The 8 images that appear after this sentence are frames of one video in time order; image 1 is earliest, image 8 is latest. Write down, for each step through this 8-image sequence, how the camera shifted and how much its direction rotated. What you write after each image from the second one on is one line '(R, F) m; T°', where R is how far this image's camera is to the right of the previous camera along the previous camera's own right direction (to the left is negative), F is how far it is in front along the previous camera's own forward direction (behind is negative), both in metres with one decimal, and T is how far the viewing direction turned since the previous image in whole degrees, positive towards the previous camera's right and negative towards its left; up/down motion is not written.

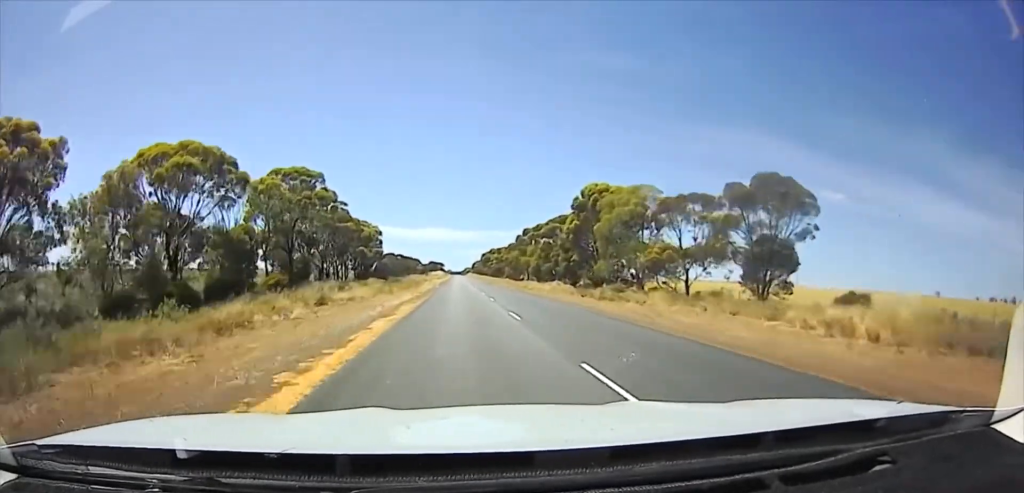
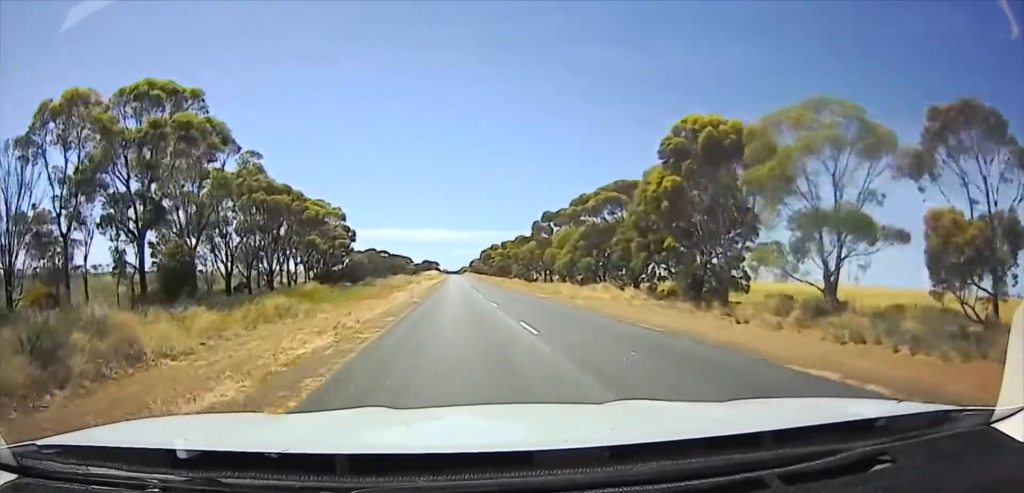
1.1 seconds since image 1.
(0.0, +22.8) m; 0°
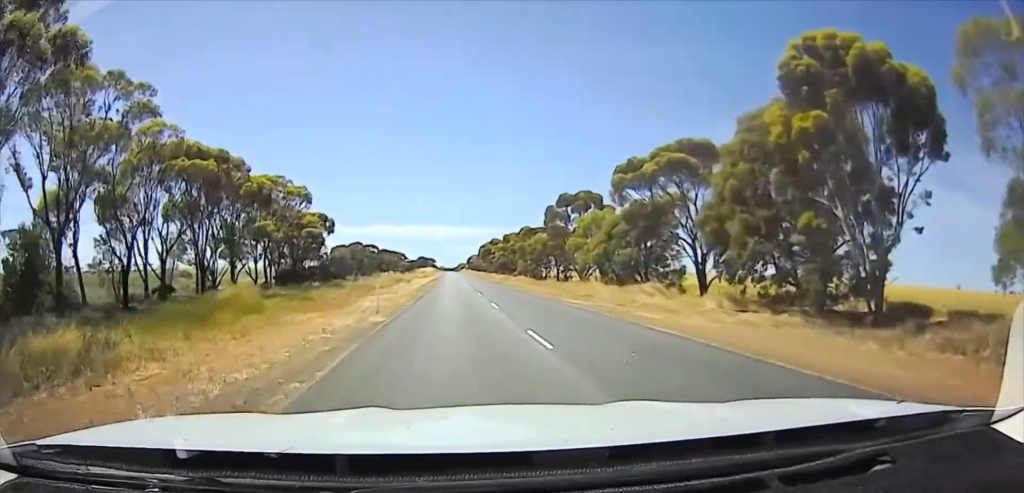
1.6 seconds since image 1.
(0.0, +9.8) m; 0°
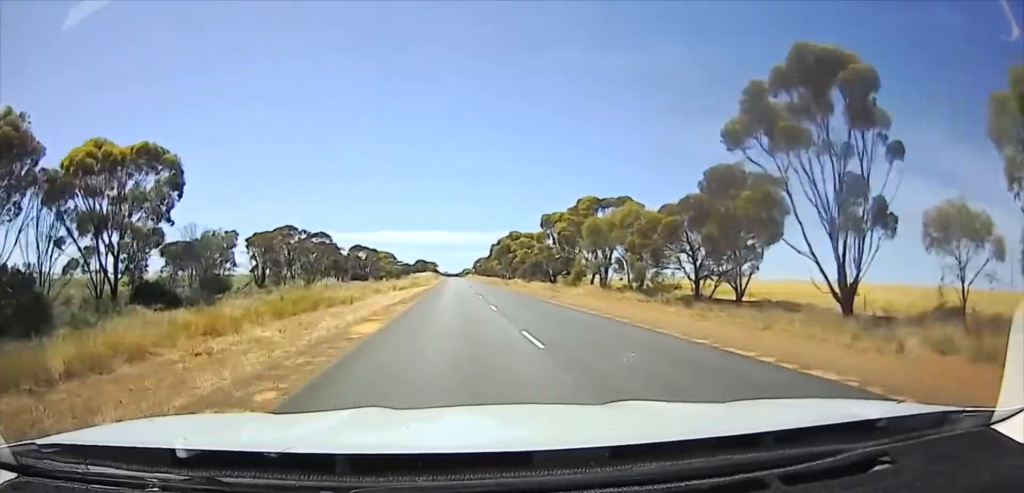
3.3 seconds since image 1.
(0.0, +35.0) m; 0°
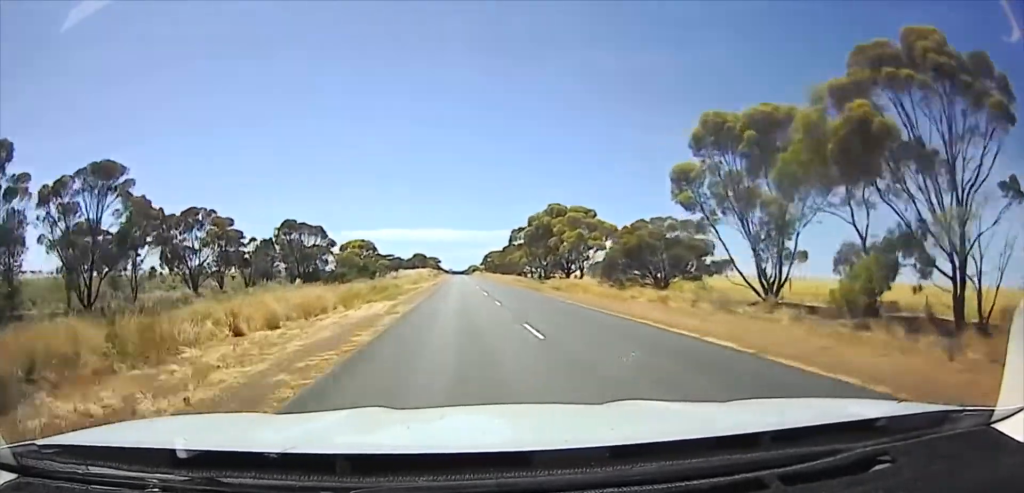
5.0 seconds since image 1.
(0.0, +44.3) m; 0°
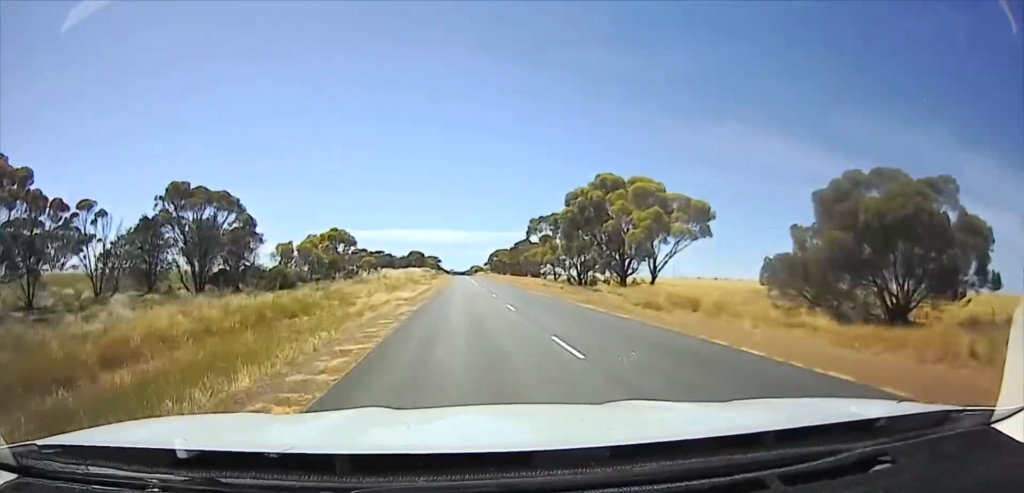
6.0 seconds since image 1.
(0.0, +27.8) m; 0°
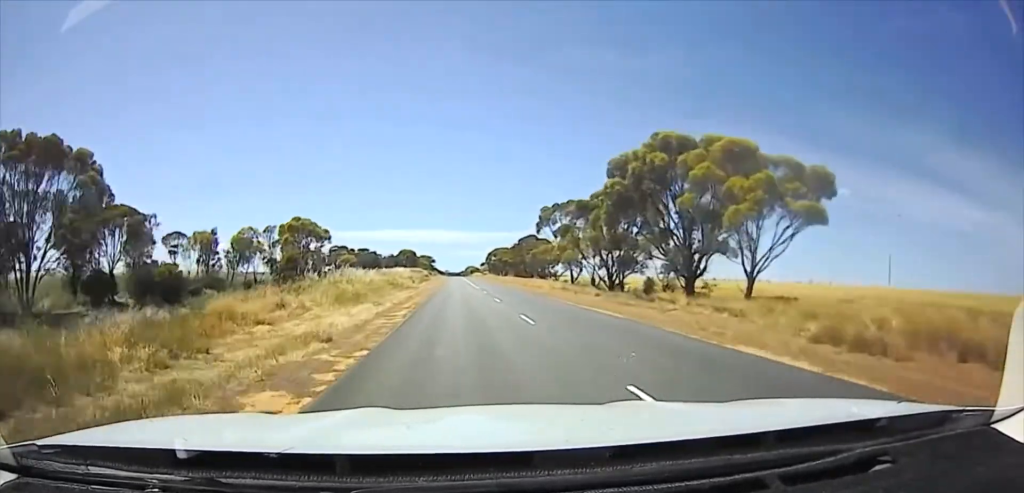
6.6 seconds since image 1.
(0.0, +18.2) m; 0°
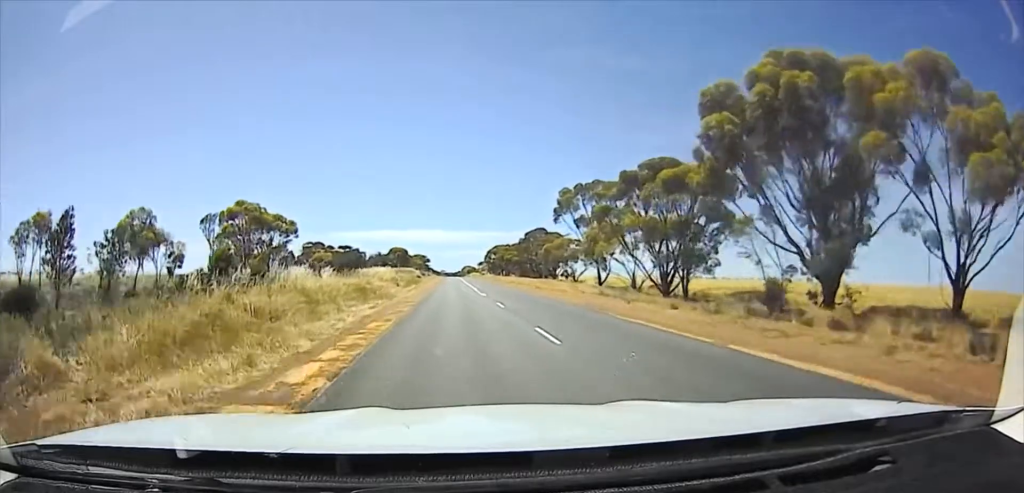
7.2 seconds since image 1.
(0.0, +18.2) m; 0°
